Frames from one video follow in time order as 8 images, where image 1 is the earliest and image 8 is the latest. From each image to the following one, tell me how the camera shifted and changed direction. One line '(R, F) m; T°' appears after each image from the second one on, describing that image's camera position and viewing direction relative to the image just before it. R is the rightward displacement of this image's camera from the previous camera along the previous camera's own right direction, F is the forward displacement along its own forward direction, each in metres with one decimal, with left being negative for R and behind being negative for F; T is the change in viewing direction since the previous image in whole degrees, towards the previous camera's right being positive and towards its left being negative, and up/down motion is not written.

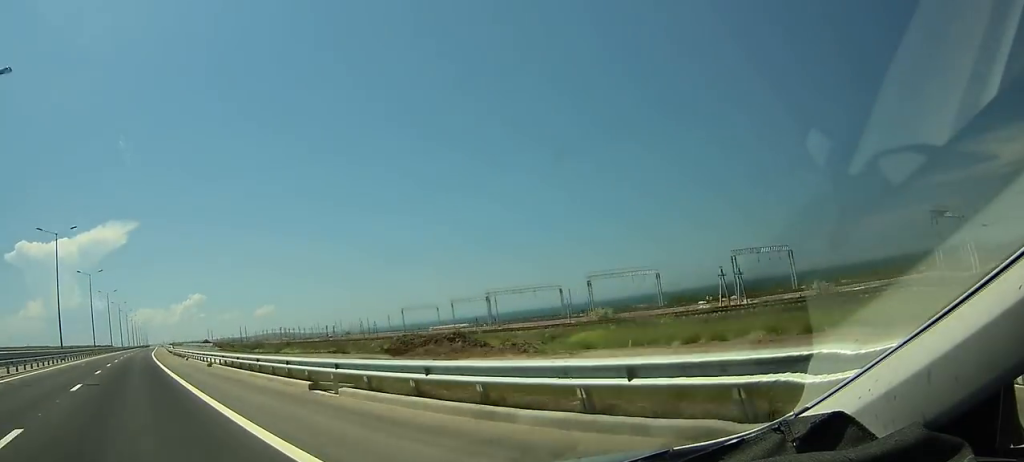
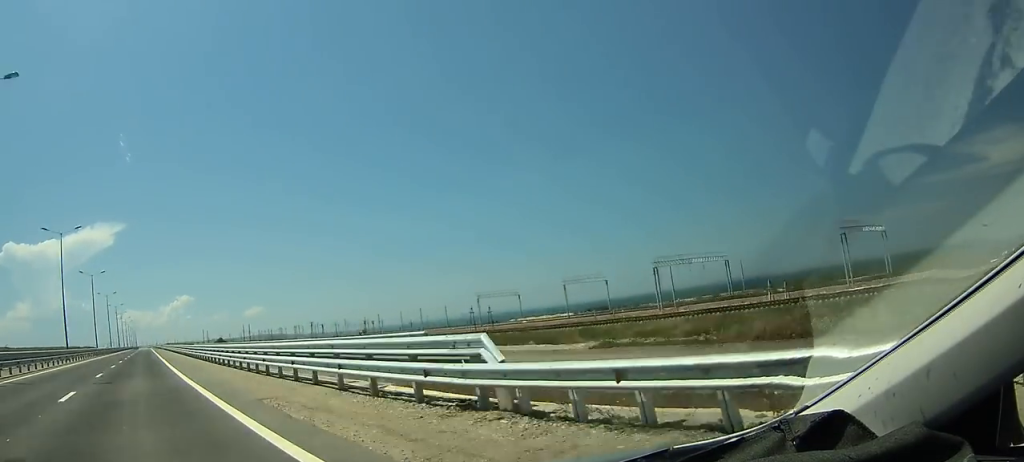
(0.0, +74.9) m; 0°
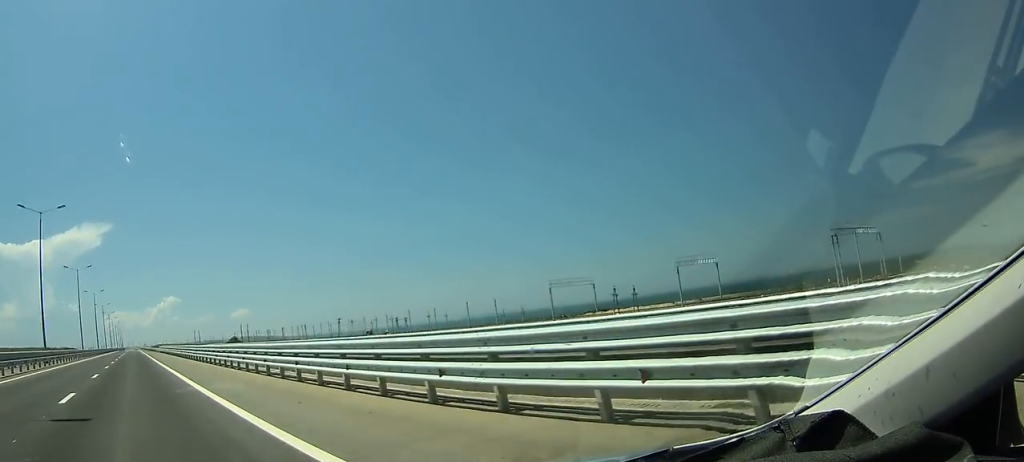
(0.0, +48.1) m; 0°
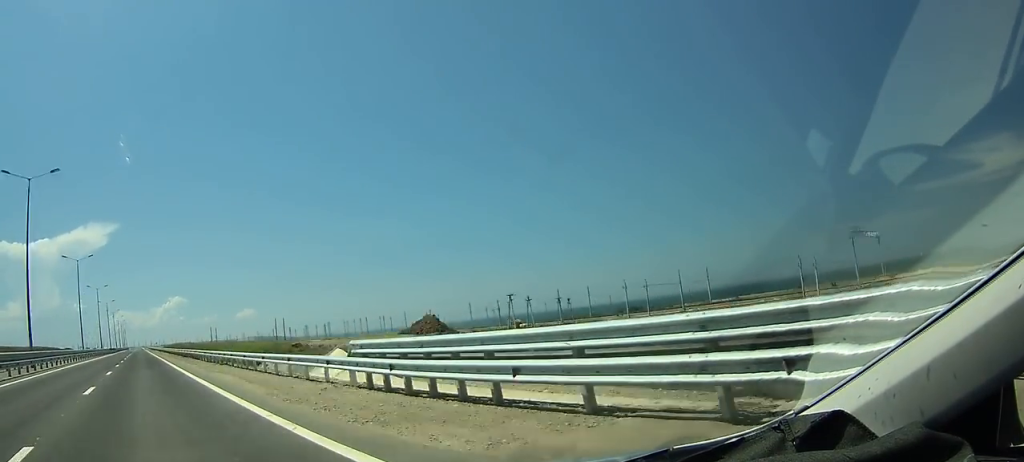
(0.0, +93.1) m; 0°
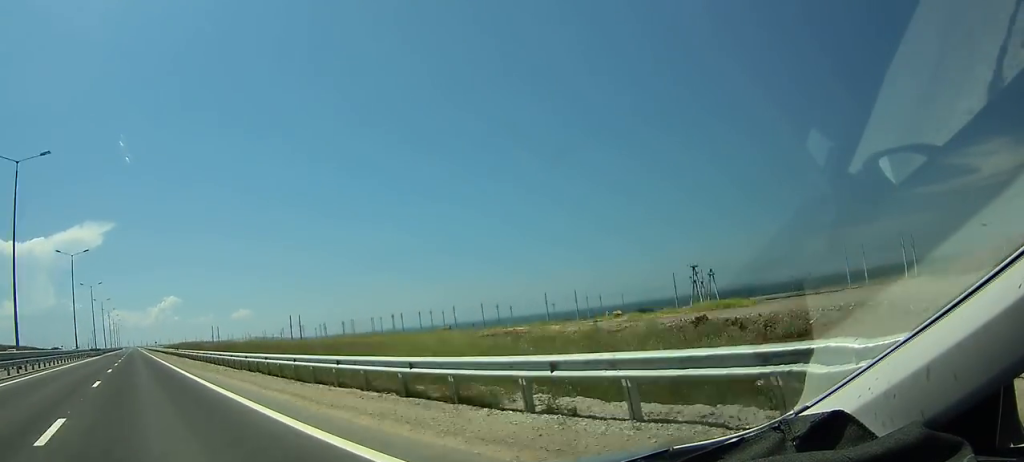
(0.0, +45.1) m; 0°
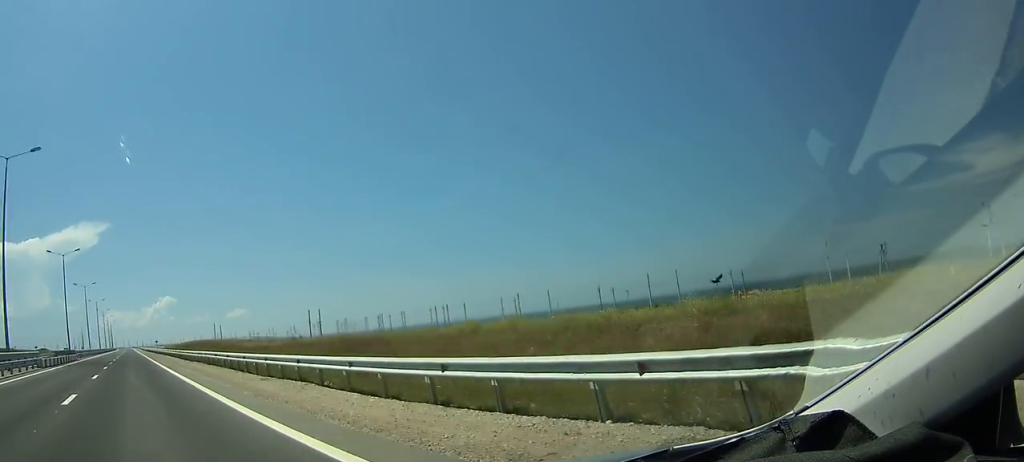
(0.0, +42.0) m; 0°
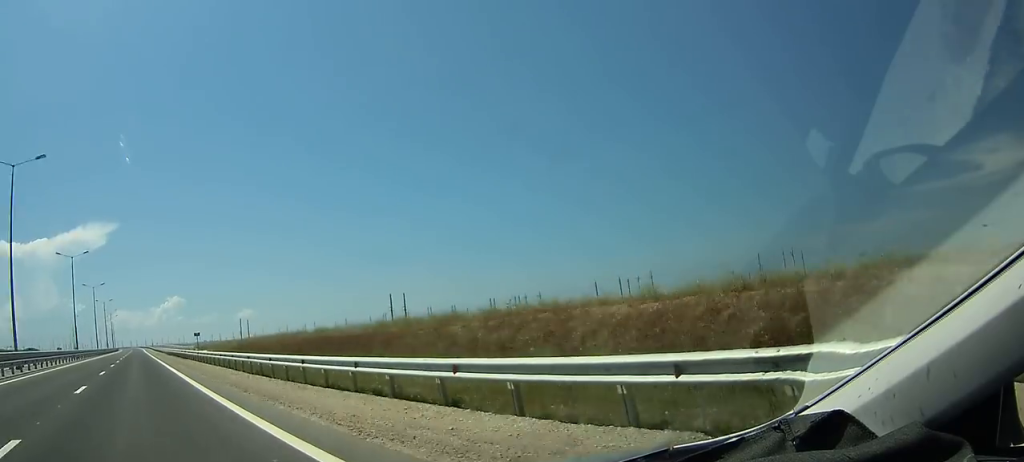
(0.0, +80.9) m; 0°
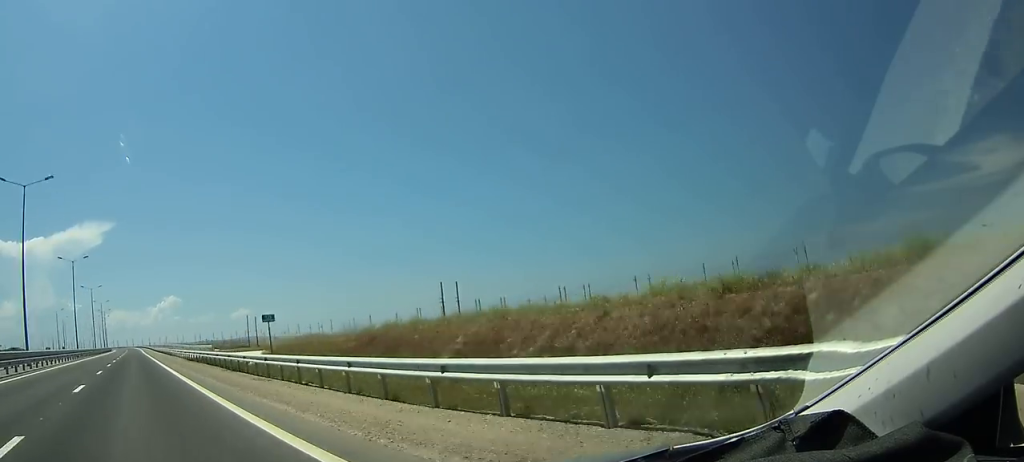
(0.0, +35.8) m; 0°
